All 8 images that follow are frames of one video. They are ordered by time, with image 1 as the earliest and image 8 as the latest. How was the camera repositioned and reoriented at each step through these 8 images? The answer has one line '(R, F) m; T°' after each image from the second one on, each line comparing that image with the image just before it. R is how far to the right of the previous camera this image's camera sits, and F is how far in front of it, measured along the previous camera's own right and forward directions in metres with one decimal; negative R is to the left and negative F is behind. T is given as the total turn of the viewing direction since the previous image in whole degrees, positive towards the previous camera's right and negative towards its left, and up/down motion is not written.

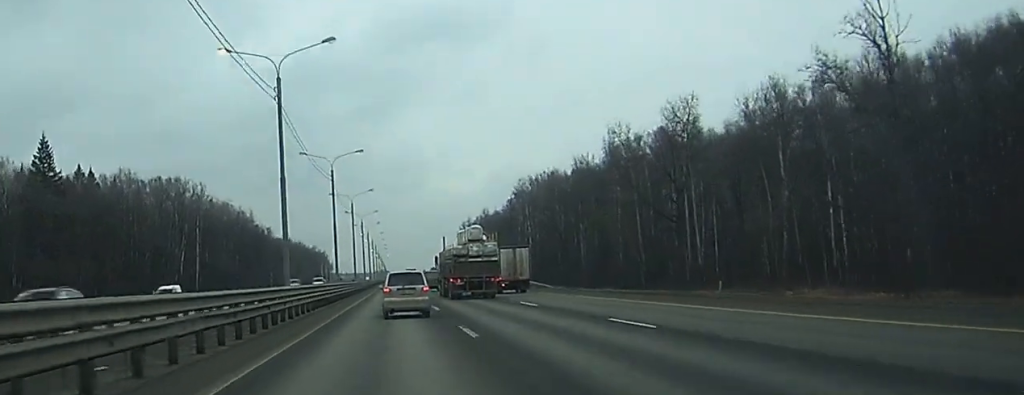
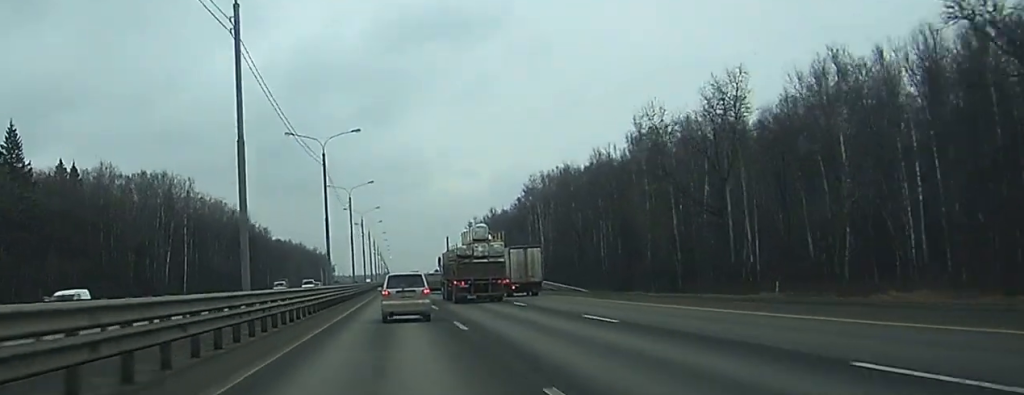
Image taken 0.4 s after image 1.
(-0.2, +13.6) m; -1°
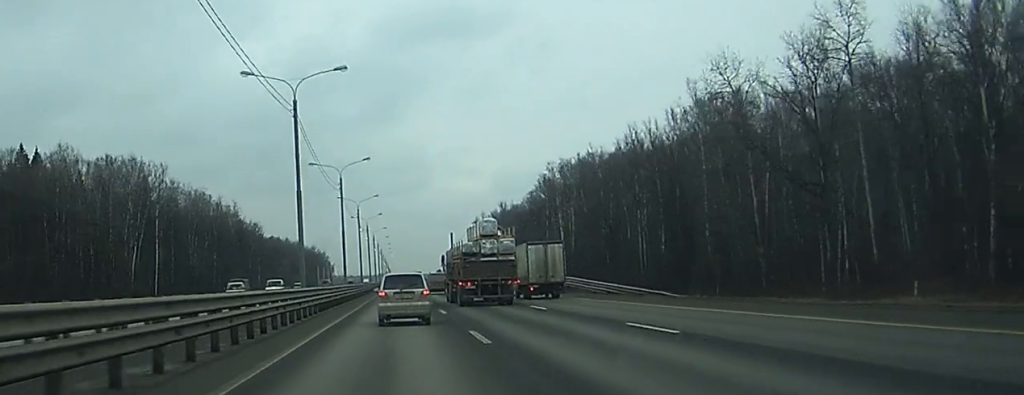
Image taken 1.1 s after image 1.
(-0.2, +21.7) m; -1°
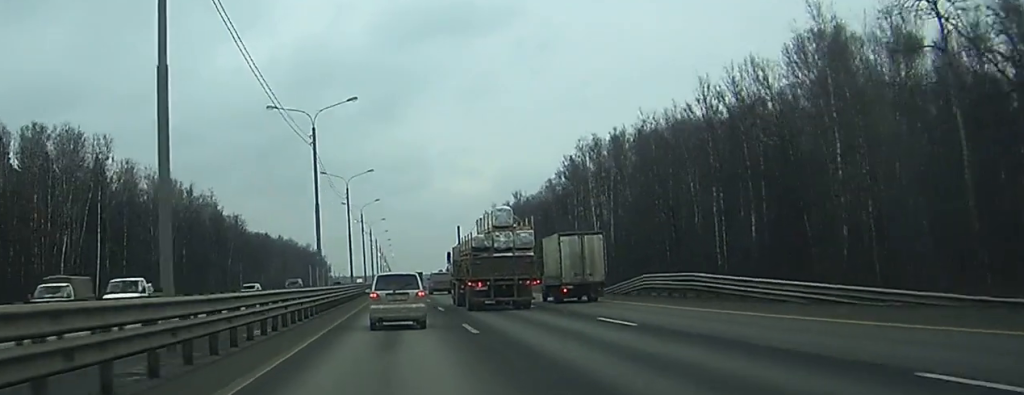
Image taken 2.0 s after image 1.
(-0.1, +29.6) m; 0°
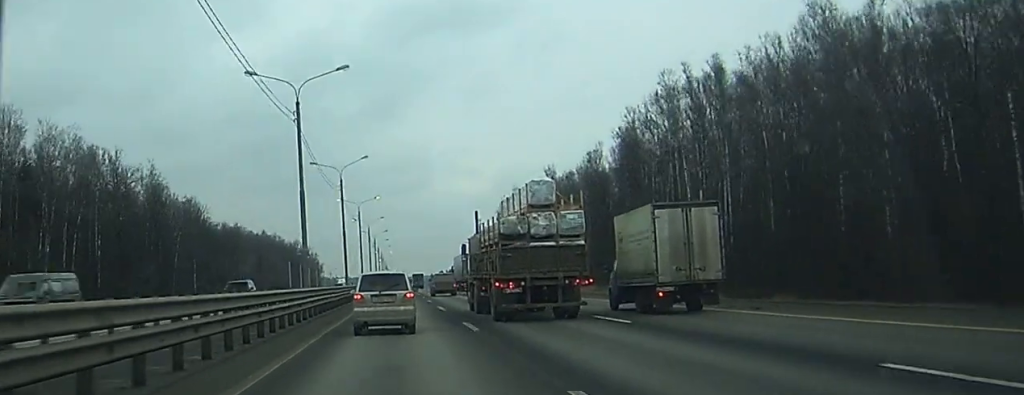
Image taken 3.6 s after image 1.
(0.0, +47.6) m; 0°
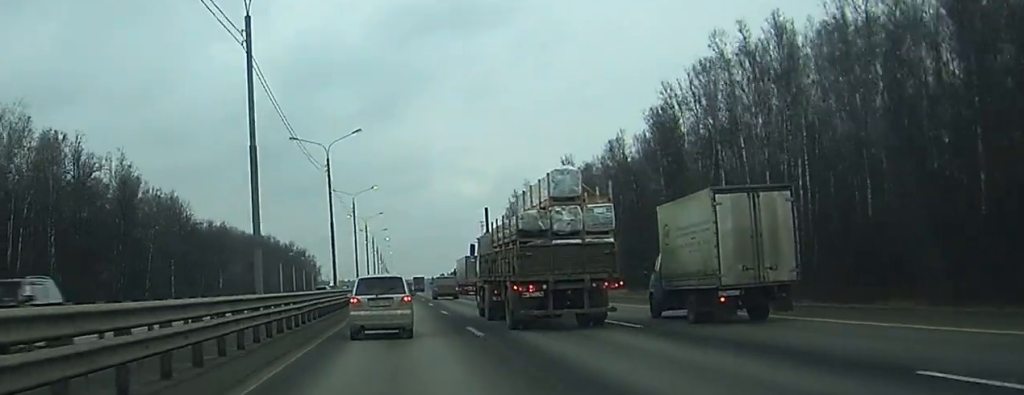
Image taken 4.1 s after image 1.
(0.0, +16.8) m; 0°
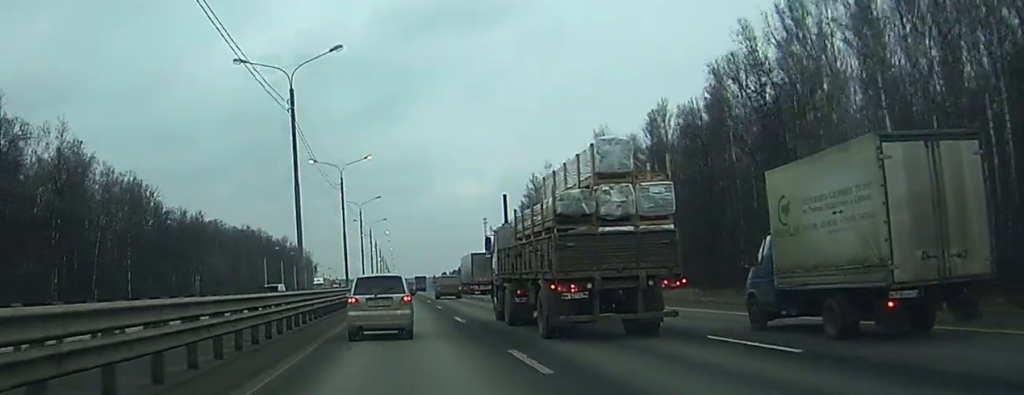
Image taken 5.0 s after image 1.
(0.0, +24.6) m; 0°
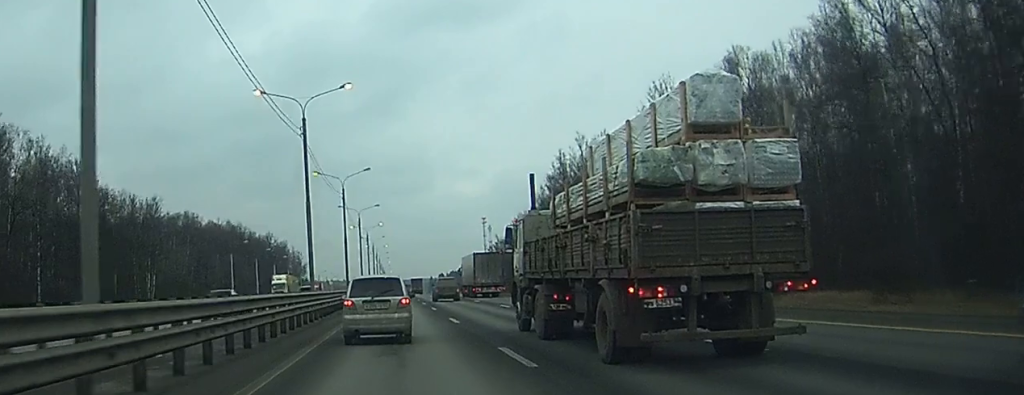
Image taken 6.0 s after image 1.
(-0.1, +30.5) m; -1°
